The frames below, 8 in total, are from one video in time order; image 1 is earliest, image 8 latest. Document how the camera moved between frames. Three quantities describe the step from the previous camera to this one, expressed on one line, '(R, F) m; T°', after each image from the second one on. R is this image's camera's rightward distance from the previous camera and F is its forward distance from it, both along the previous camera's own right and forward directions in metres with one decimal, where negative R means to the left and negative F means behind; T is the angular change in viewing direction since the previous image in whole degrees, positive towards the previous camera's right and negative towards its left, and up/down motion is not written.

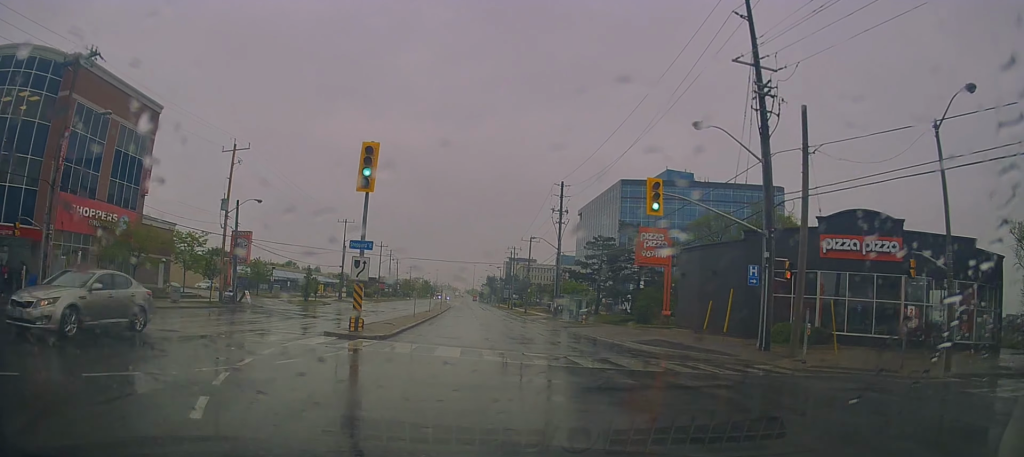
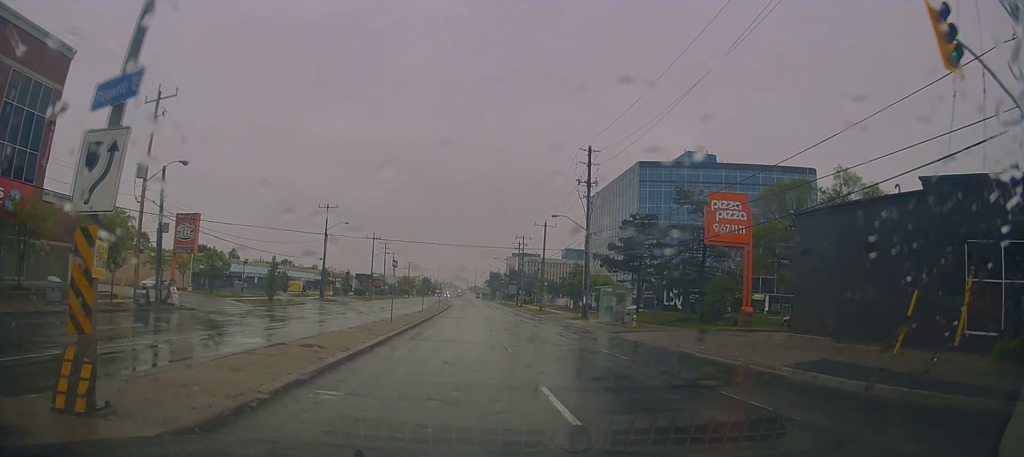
(+0.1, +14.6) m; -1°
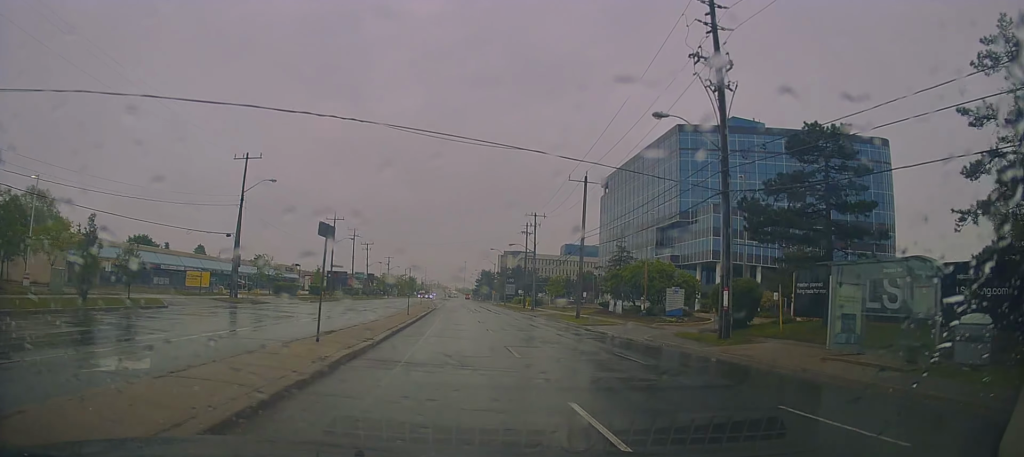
(+0.2, +29.4) m; +4°
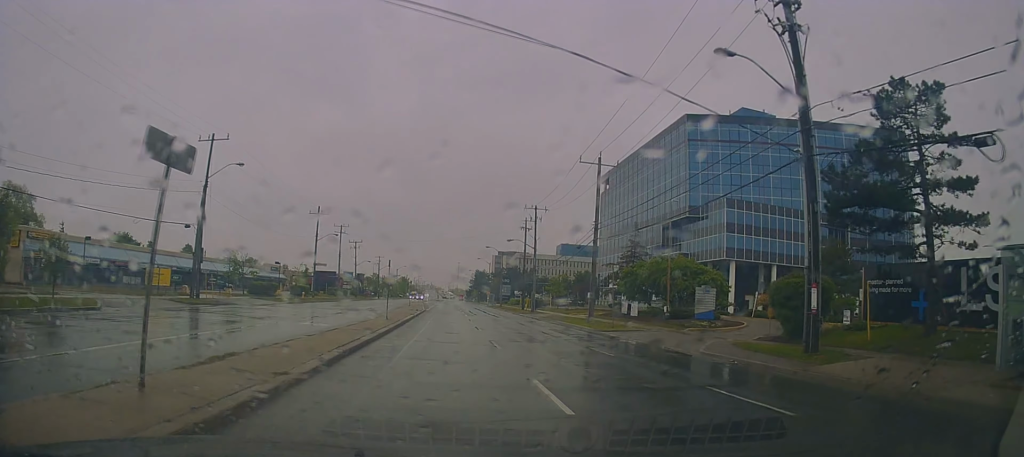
(+0.2, +6.9) m; -1°
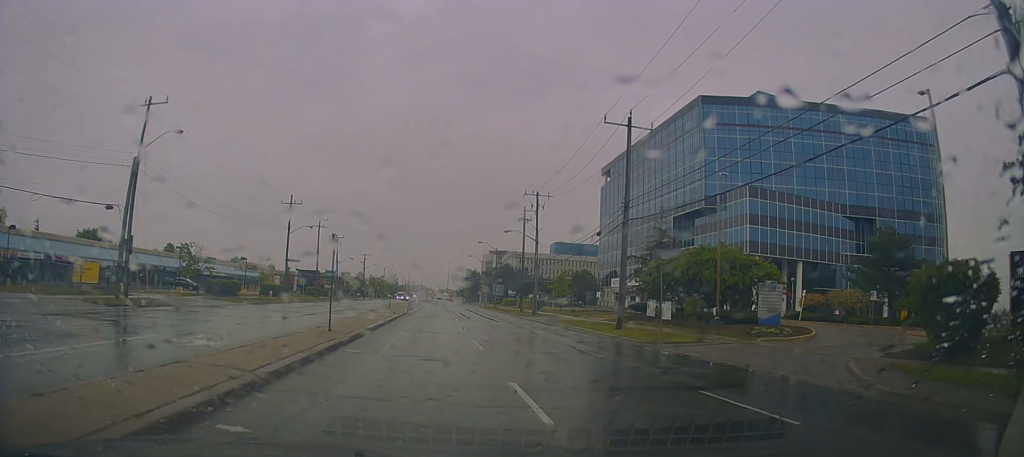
(+0.1, +9.4) m; -1°
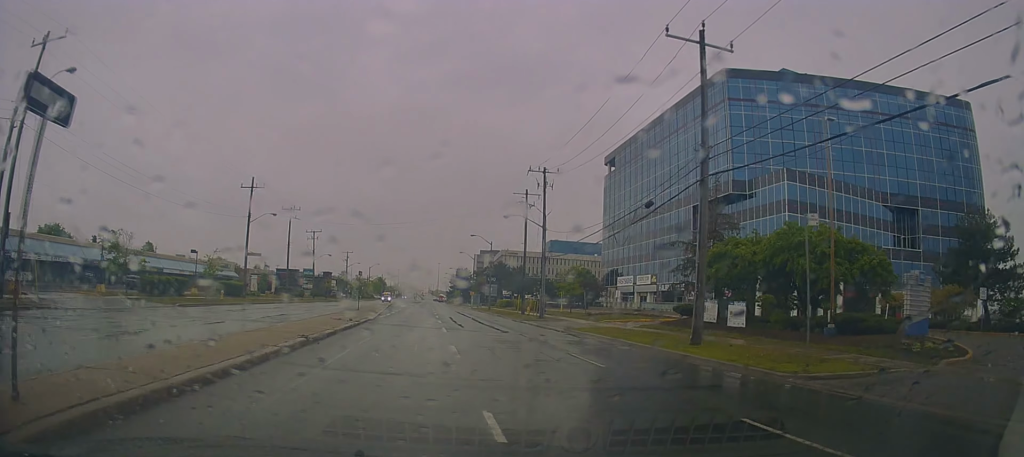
(-0.8, +11.5) m; 0°
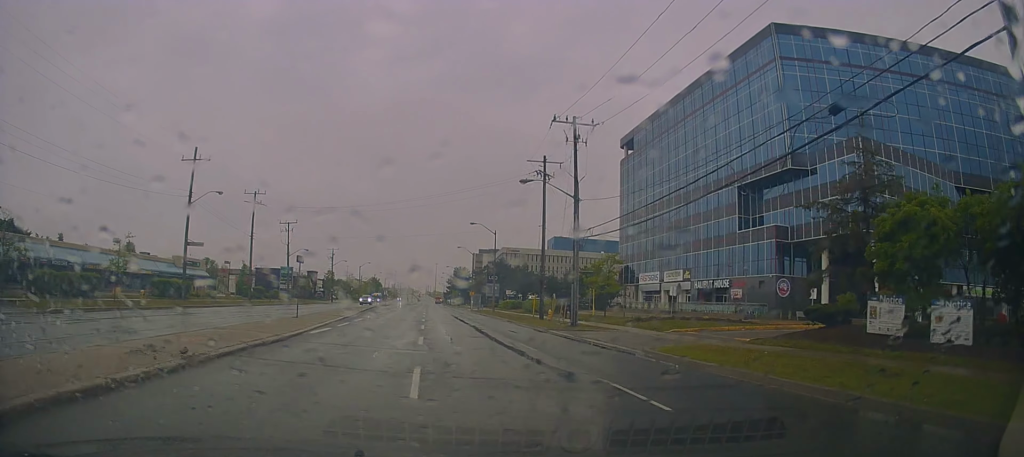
(+1.0, +14.6) m; +2°
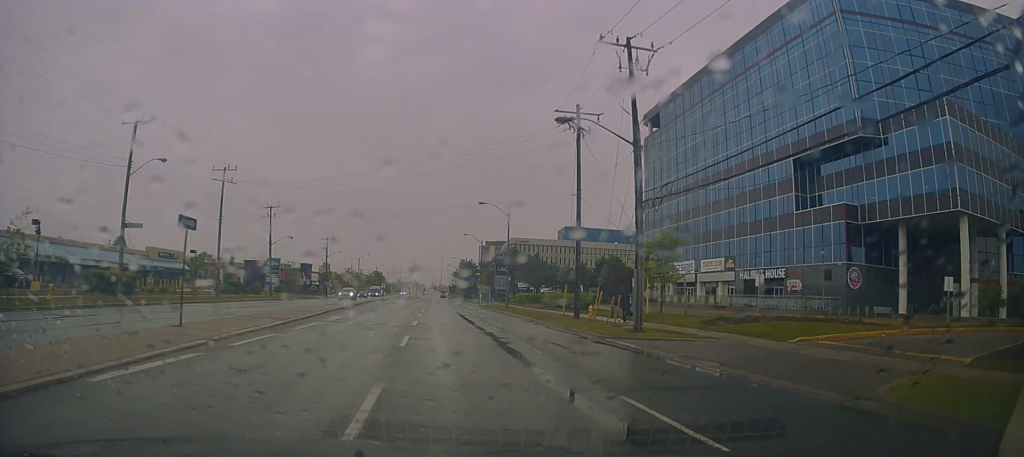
(-0.4, +11.2) m; -1°
